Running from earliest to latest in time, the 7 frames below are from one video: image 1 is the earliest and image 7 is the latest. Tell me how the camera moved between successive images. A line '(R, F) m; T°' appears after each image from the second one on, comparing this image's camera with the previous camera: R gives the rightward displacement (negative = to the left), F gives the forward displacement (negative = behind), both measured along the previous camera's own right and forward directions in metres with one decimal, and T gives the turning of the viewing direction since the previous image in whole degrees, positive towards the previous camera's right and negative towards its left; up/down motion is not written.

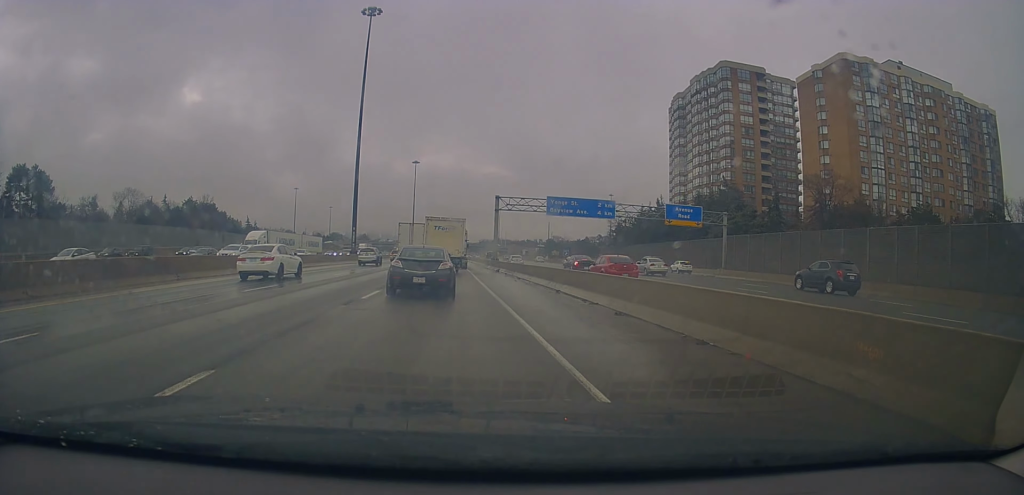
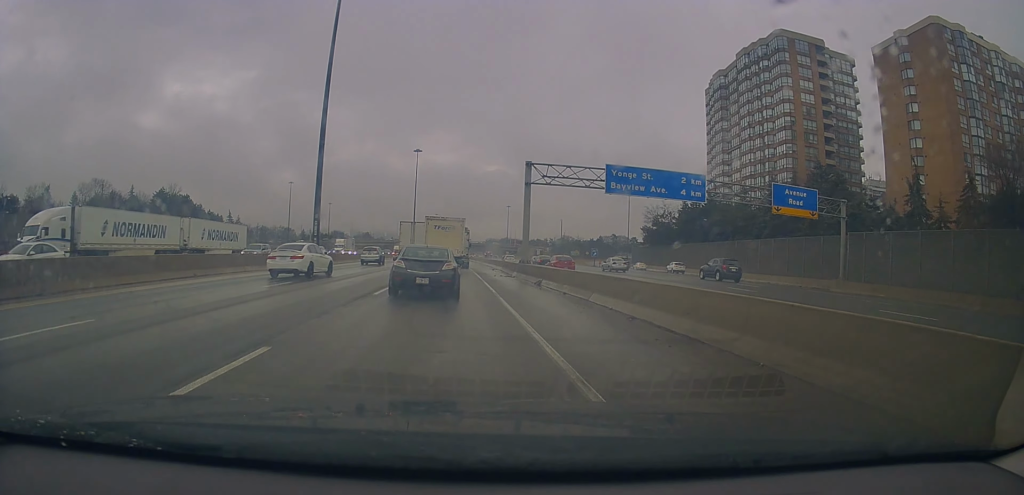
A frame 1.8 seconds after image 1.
(+0.6, +23.0) m; +1°
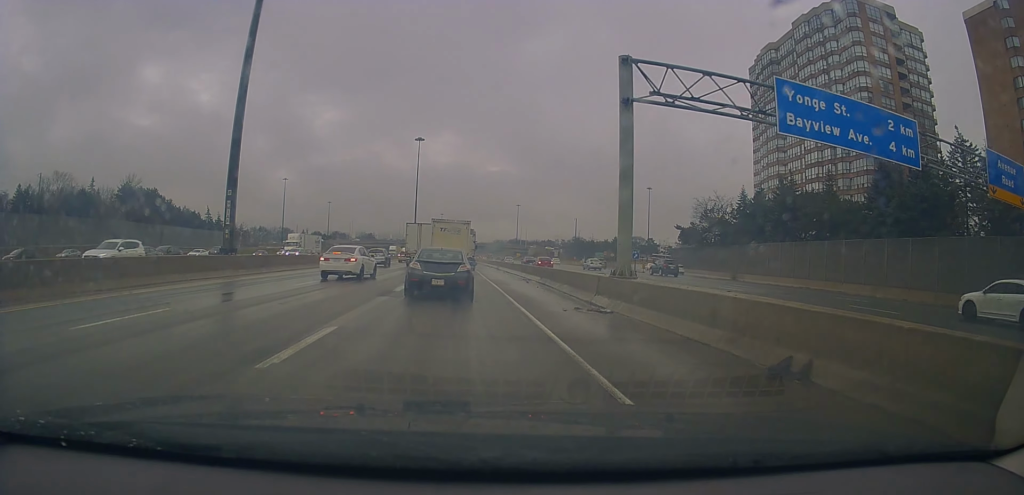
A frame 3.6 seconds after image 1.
(-0.5, +22.5) m; -1°
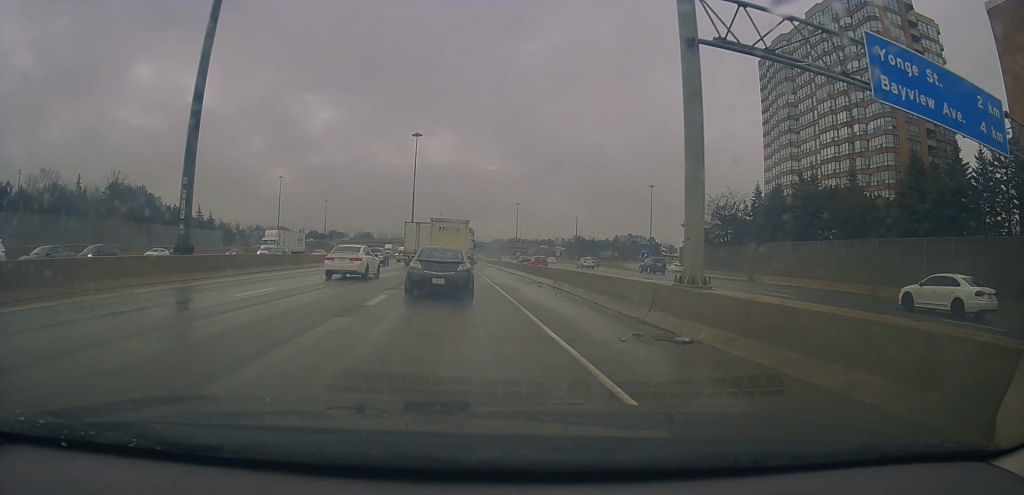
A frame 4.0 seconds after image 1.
(-0.1, +5.3) m; +1°
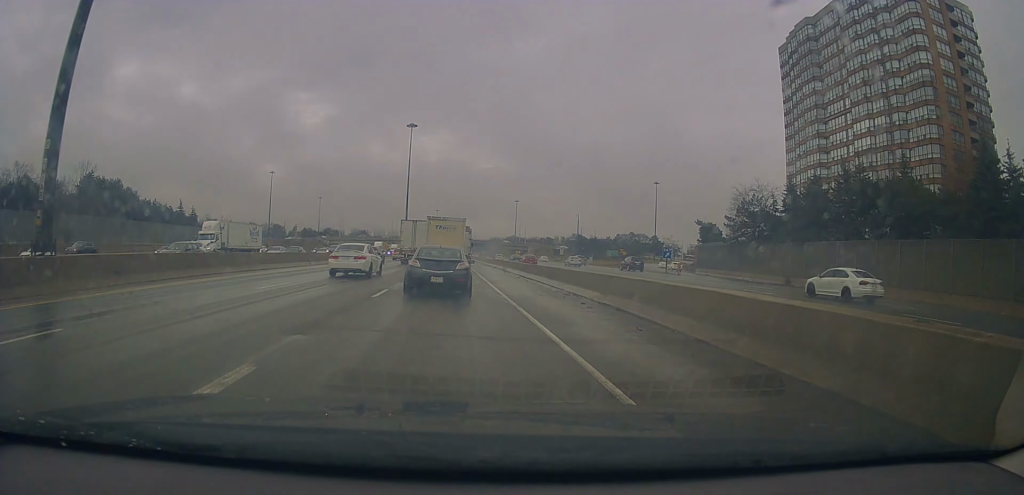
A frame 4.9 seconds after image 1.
(+0.3, +10.4) m; +1°
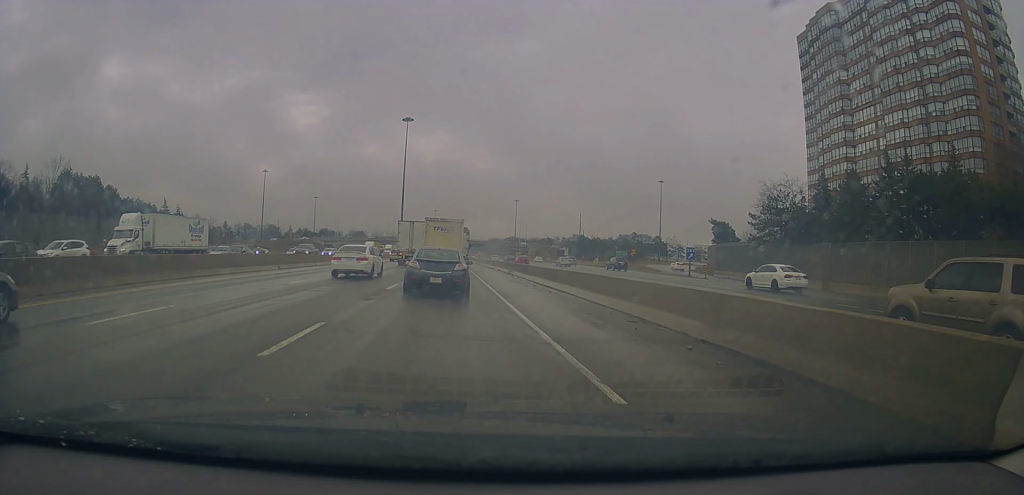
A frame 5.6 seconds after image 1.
(-0.1, +8.2) m; -1°
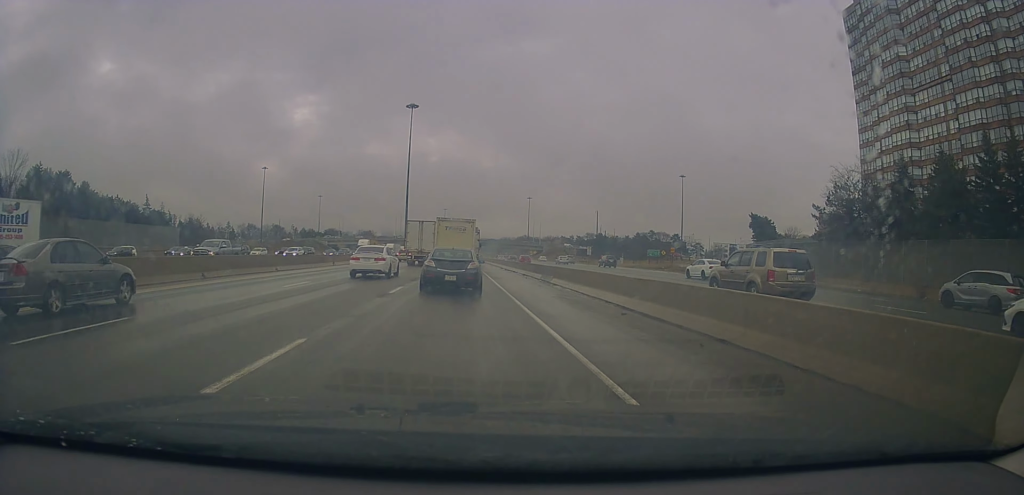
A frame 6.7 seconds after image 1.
(-0.4, +14.0) m; -1°
